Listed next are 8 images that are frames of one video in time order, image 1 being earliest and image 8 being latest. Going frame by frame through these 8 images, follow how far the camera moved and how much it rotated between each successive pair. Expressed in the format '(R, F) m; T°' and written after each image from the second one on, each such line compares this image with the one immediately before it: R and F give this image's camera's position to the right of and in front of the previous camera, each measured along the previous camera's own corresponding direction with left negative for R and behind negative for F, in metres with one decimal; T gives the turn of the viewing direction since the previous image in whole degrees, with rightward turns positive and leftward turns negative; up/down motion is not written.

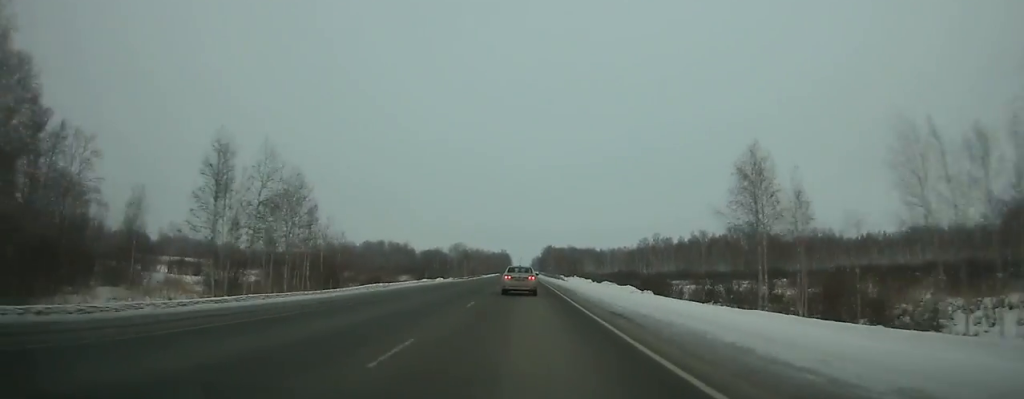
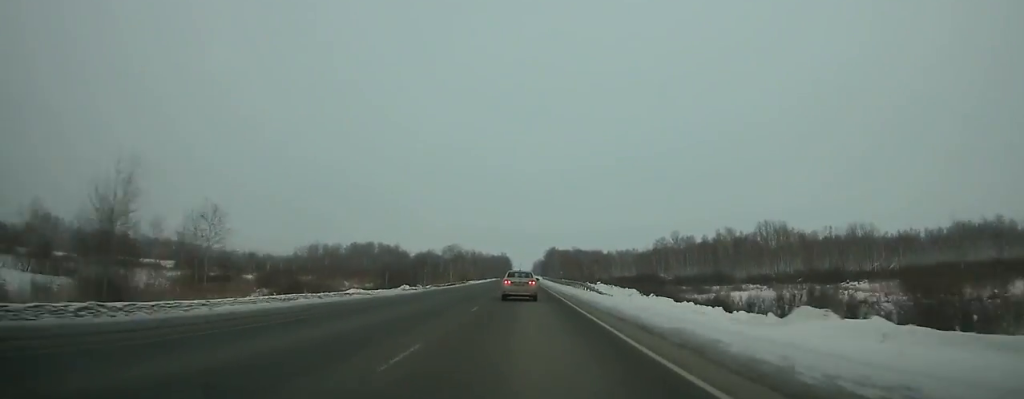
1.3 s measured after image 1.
(0.0, +36.0) m; 0°
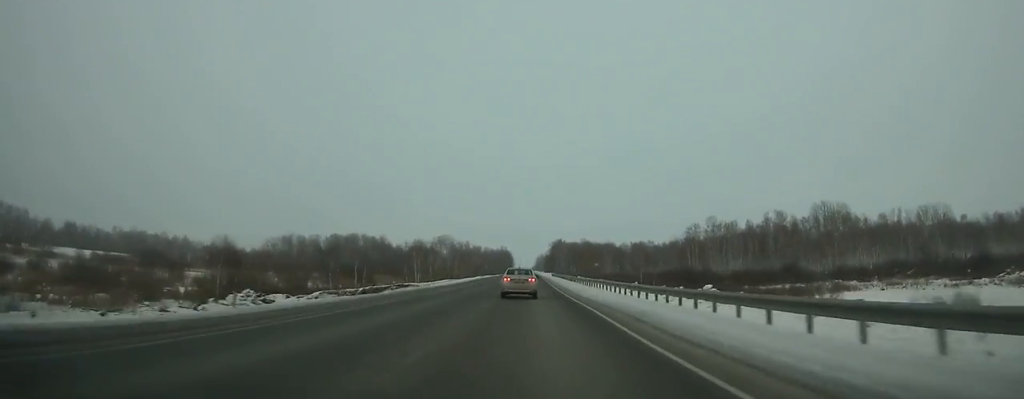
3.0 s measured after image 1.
(0.0, +46.5) m; 0°
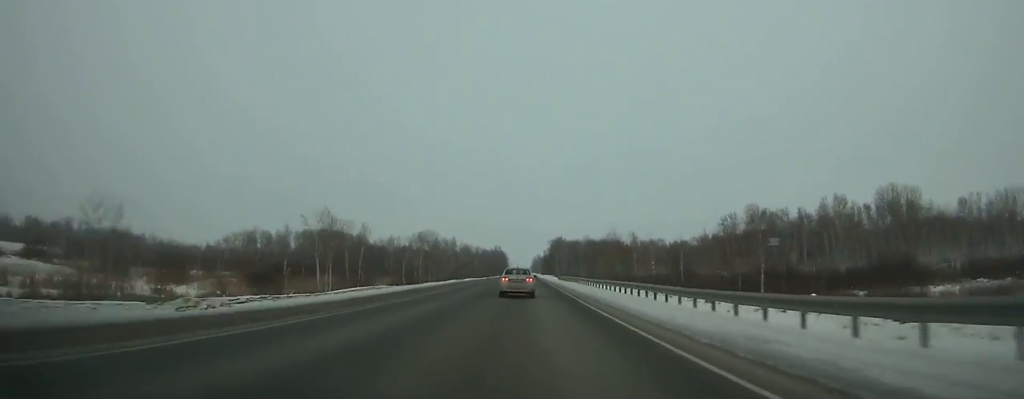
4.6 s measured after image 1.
(0.0, +43.6) m; 0°
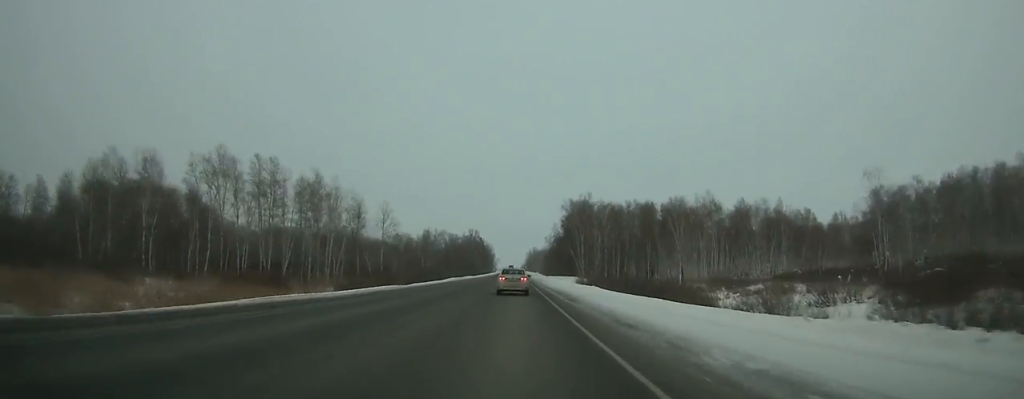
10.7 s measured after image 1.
(+1.0, +165.4) m; 0°
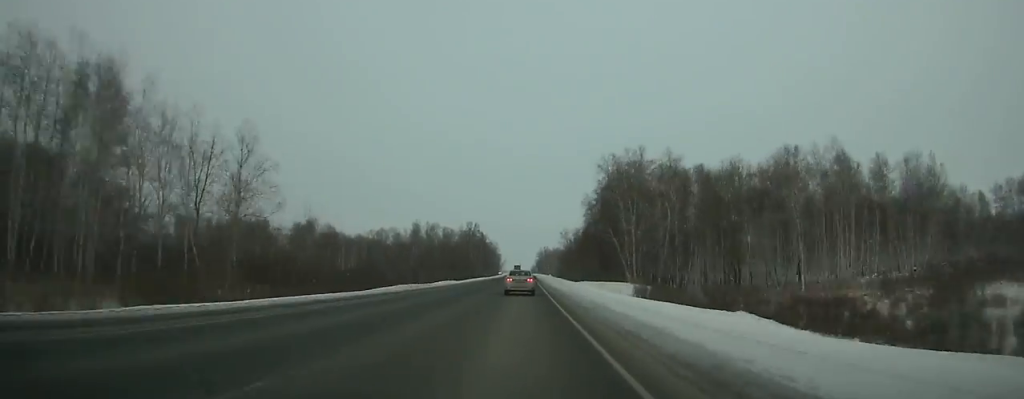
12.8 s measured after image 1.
(-0.2, +57.4) m; 0°
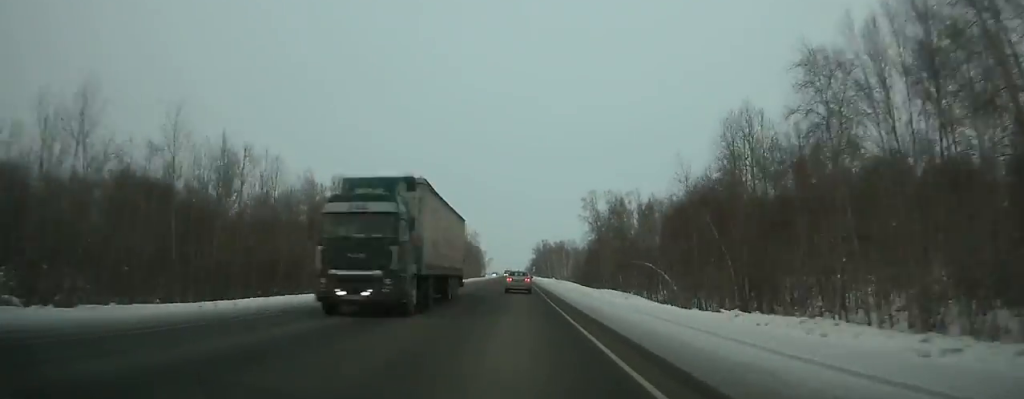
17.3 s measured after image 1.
(-0.1, +124.9) m; 0°
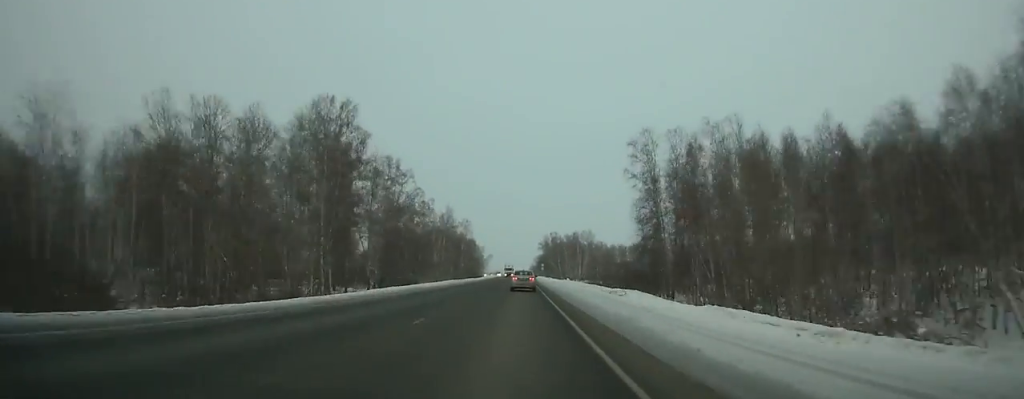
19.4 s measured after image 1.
(0.0, +59.0) m; 0°
